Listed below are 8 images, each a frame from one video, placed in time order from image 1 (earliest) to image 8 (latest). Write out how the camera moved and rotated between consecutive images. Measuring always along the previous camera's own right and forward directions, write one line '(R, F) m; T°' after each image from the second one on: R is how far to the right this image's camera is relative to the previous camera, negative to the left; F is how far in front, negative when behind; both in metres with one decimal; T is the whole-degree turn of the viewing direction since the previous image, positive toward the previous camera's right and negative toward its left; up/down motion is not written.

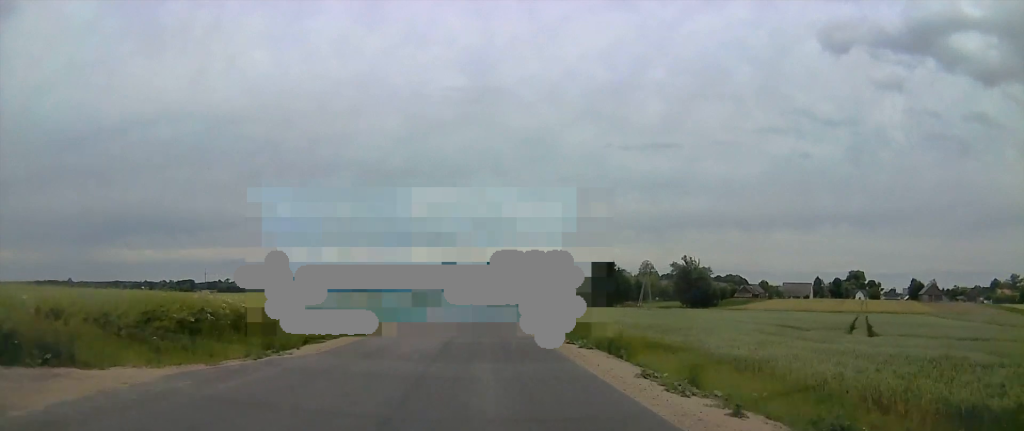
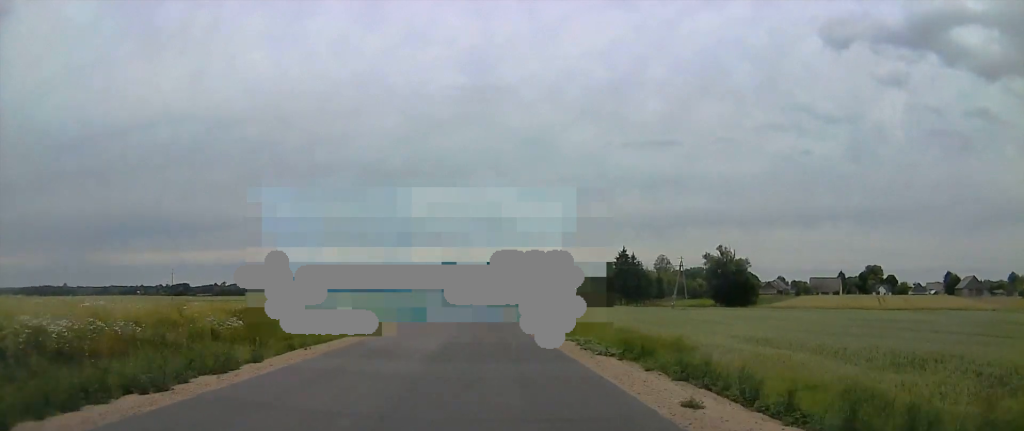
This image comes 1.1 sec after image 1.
(+0.3, +25.3) m; +1°
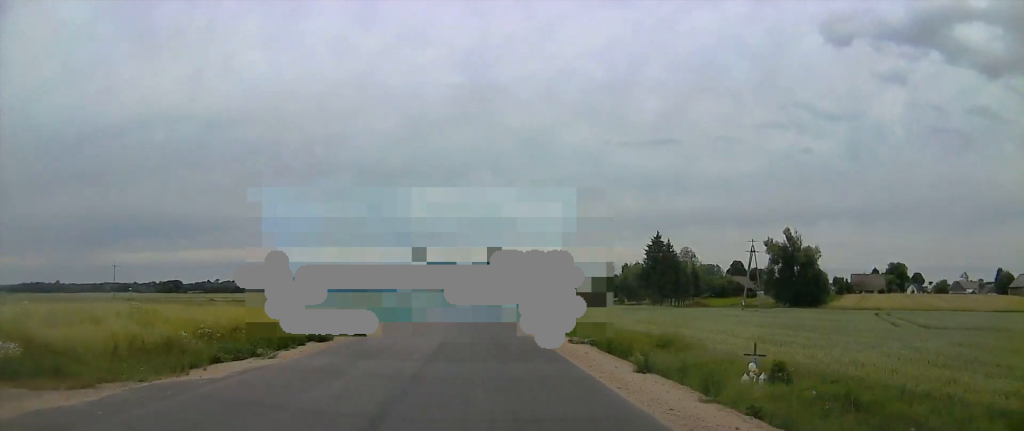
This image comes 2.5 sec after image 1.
(+0.1, +33.6) m; 0°
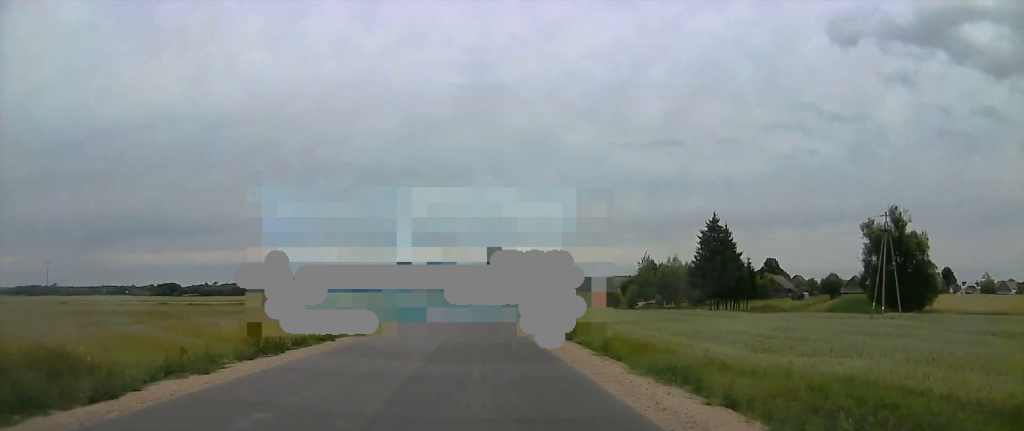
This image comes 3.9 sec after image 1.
(+0.1, +31.2) m; -1°
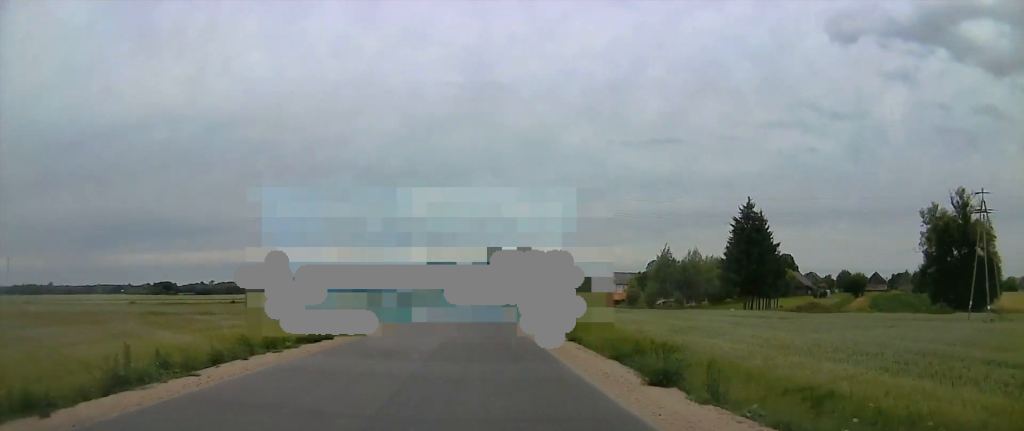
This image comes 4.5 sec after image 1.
(-0.1, +14.3) m; 0°
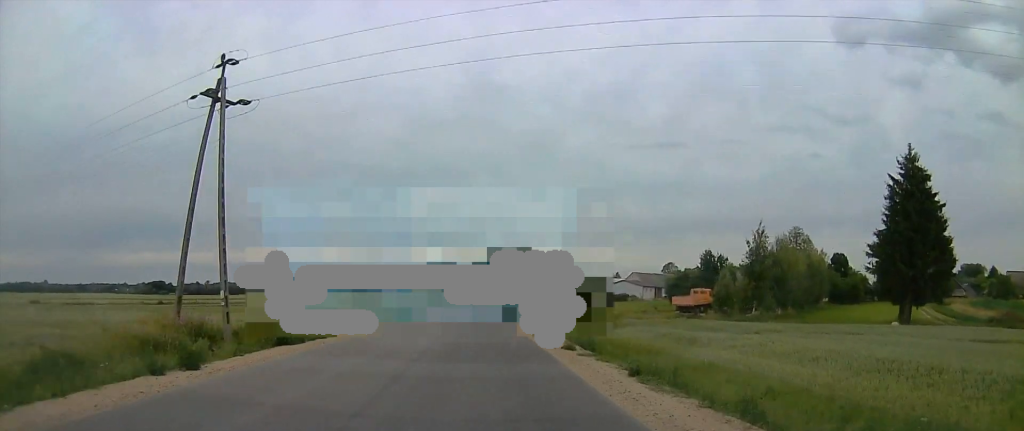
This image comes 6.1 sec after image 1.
(+1.1, +36.4) m; +1°
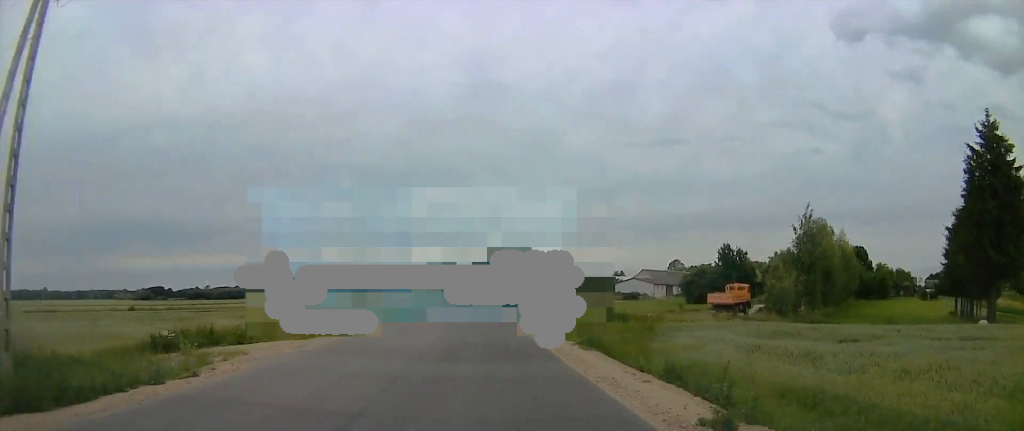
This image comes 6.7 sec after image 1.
(-0.6, +11.7) m; -1°
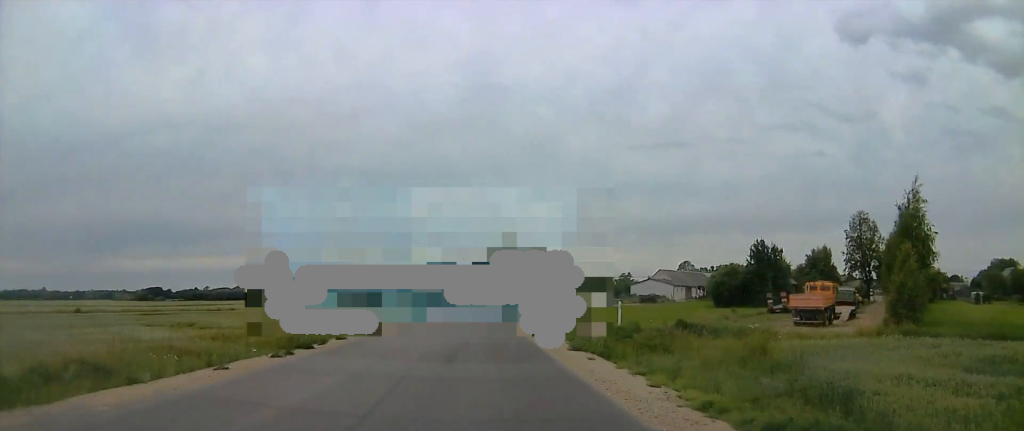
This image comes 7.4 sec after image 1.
(-0.5, +16.6) m; -1°
